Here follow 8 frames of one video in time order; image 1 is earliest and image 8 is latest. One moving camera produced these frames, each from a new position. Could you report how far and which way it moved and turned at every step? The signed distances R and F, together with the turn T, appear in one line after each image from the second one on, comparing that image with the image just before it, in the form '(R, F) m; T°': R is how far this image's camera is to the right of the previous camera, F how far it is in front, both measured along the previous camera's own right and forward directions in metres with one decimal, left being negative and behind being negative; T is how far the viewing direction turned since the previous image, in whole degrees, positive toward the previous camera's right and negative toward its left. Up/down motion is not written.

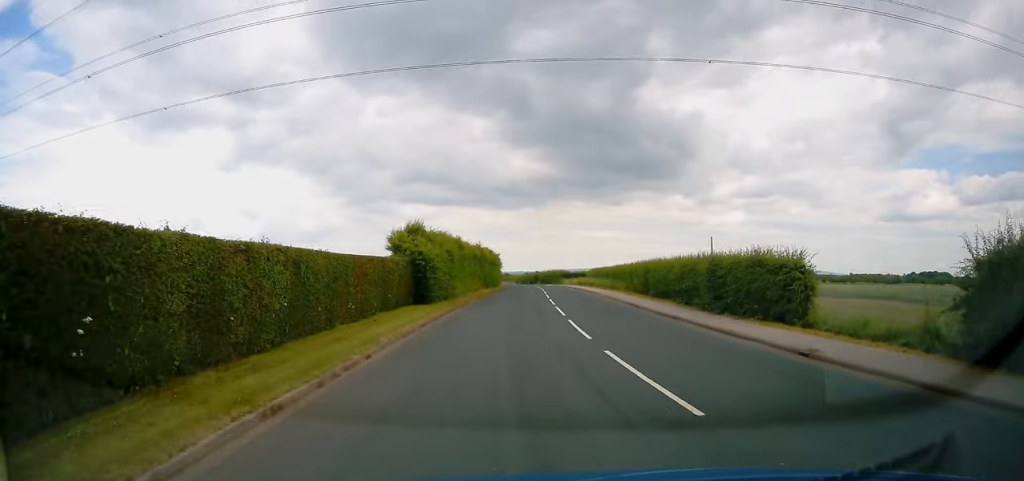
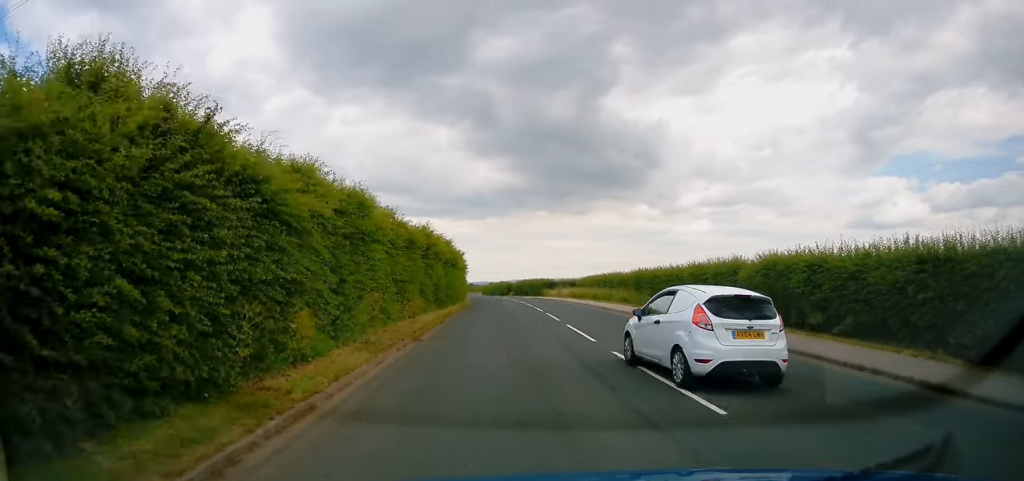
(+0.9, +25.1) m; +2°
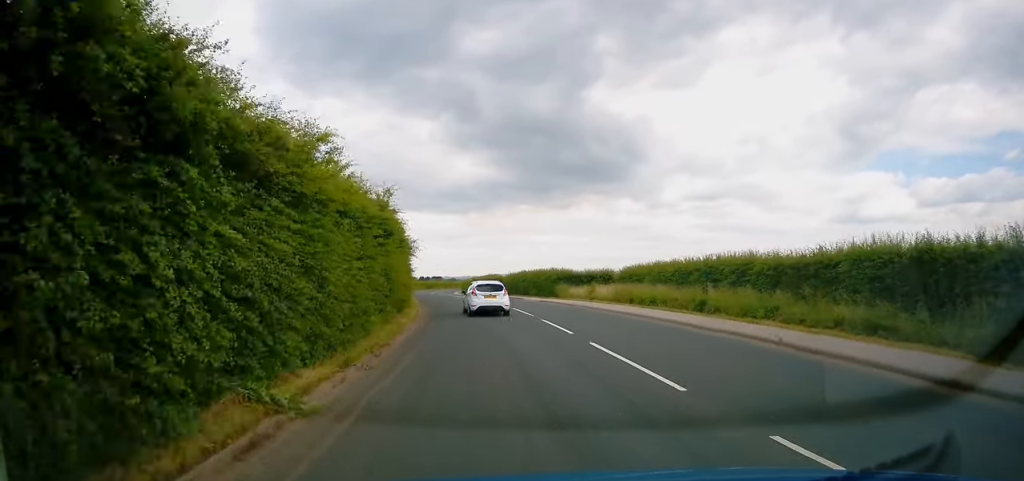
(+1.4, +32.8) m; +4°
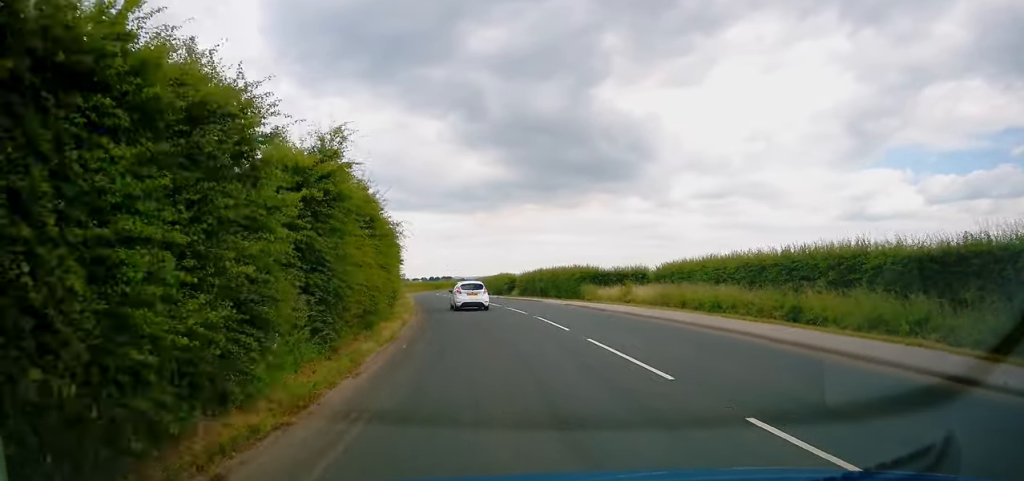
(+0.1, +8.1) m; -1°
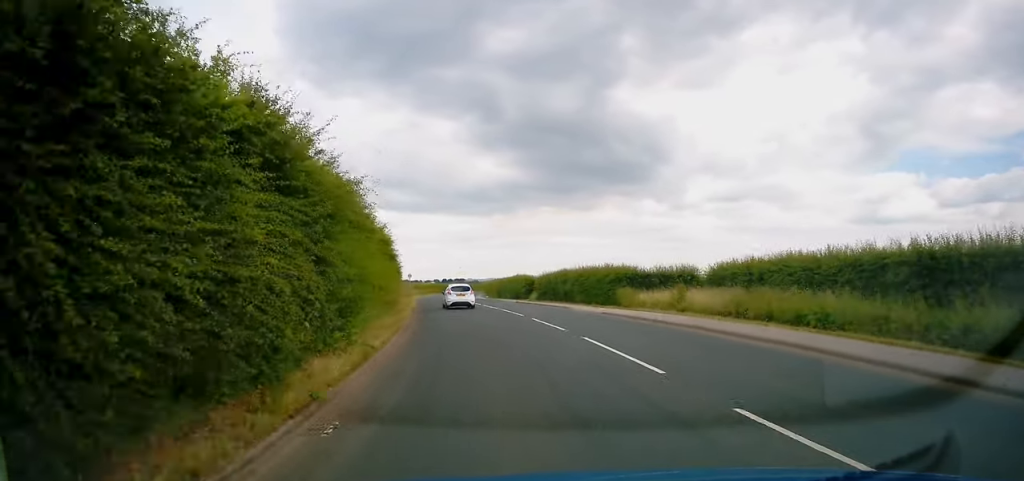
(-0.2, +7.8) m; -2°
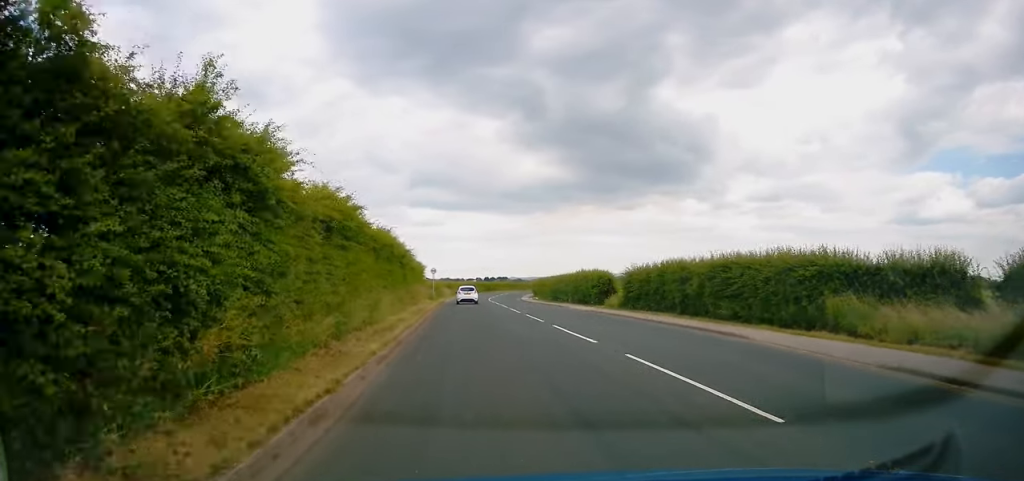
(-0.9, +20.2) m; -5°
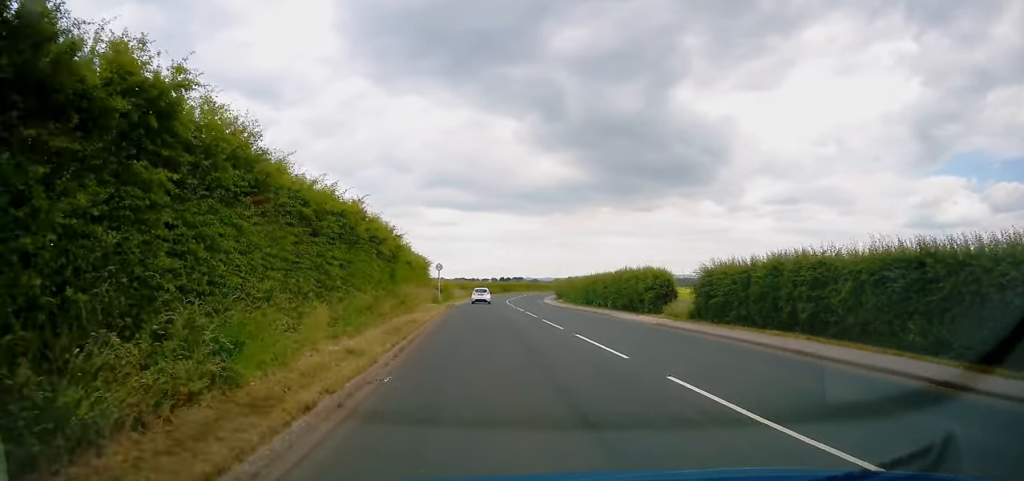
(-0.3, +11.2) m; 0°
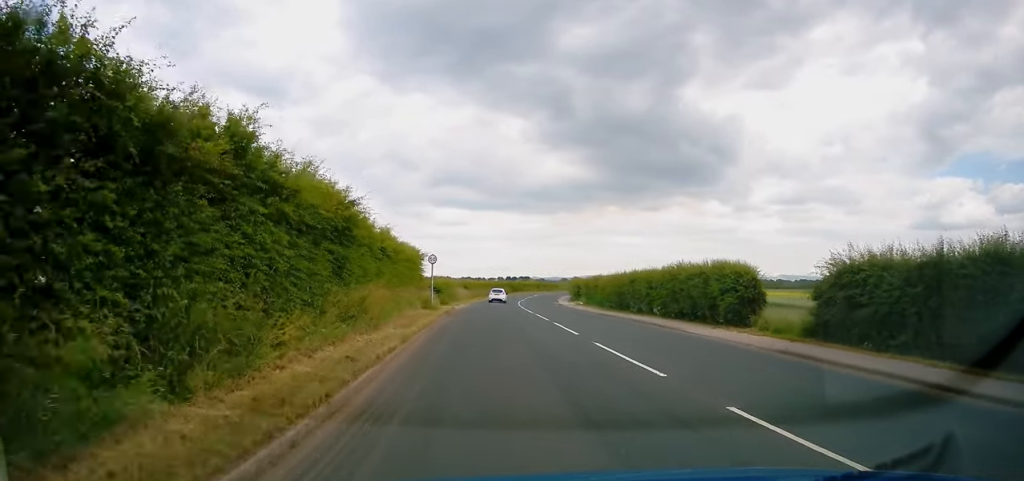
(+0.1, +10.7) m; 0°
